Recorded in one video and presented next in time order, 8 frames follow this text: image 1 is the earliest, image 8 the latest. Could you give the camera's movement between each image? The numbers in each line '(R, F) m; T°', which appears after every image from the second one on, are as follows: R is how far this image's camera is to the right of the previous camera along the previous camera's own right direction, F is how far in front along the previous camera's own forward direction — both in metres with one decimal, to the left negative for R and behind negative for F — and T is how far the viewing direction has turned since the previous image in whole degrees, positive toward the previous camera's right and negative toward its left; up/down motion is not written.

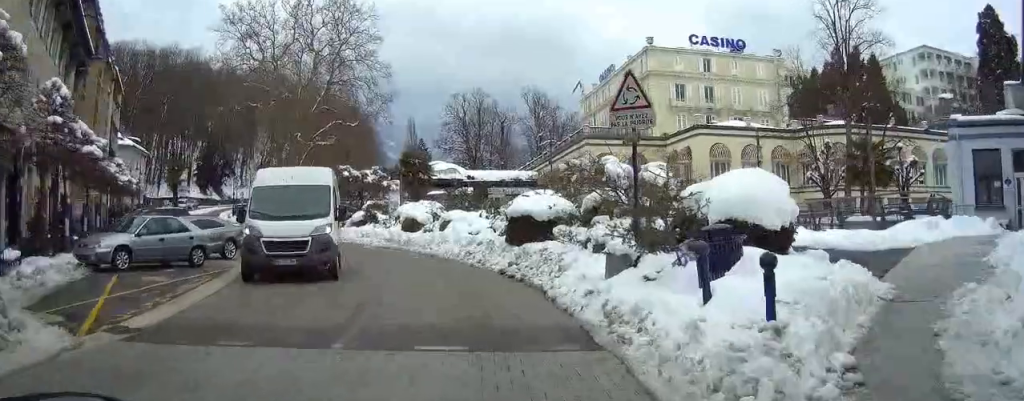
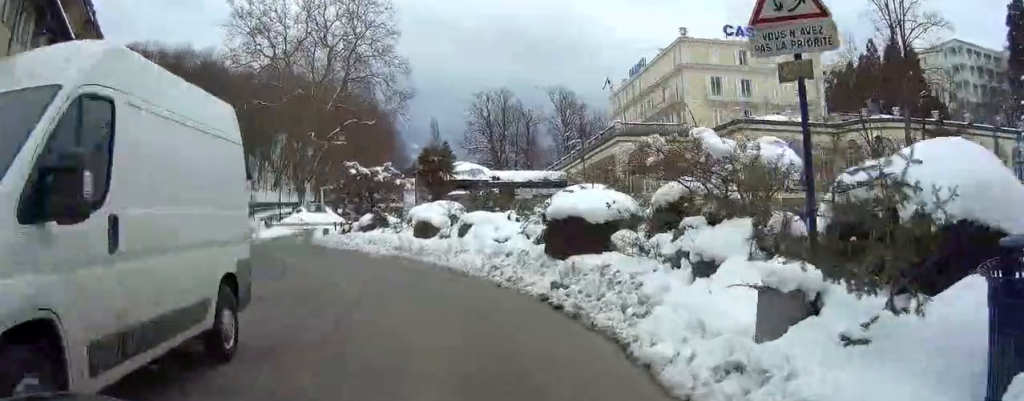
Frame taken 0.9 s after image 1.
(+0.1, +5.6) m; -1°
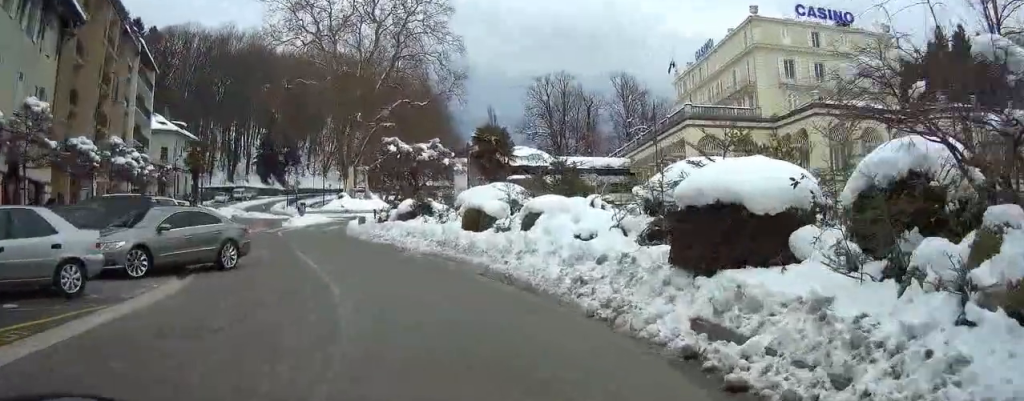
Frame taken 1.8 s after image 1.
(-0.2, +5.8) m; -4°
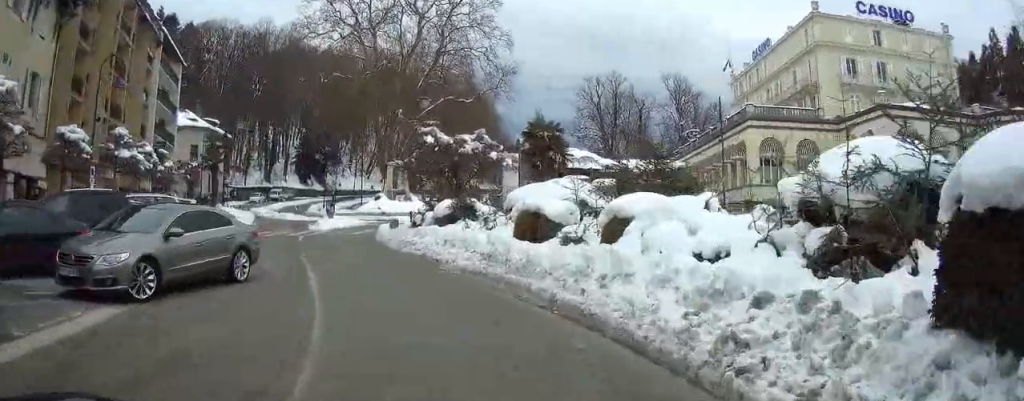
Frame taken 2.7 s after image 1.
(-0.2, +5.0) m; -5°
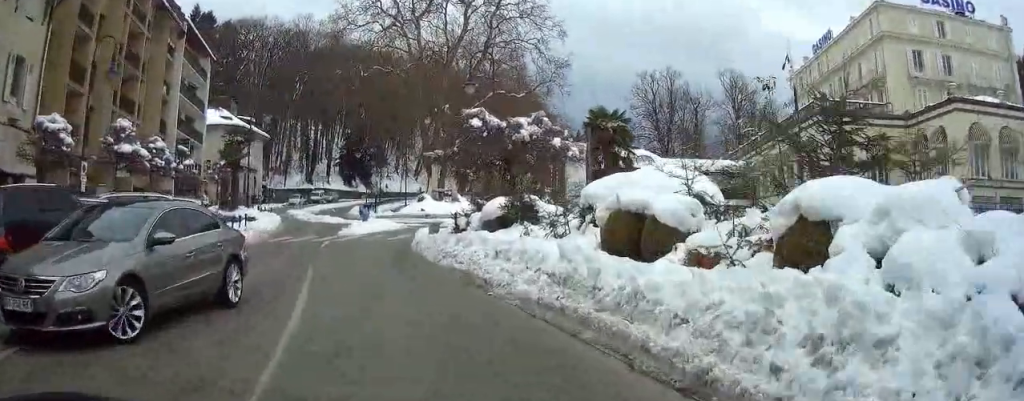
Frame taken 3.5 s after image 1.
(-0.2, +5.0) m; -6°
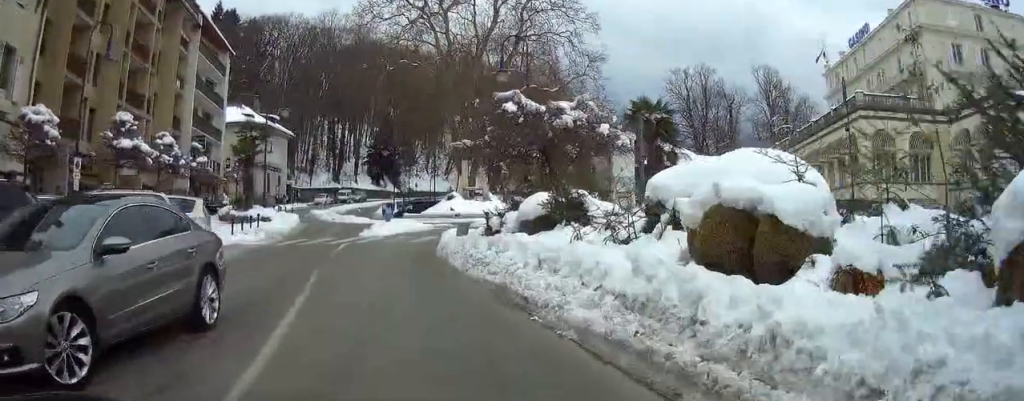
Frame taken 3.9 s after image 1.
(-0.1, +2.4) m; -2°
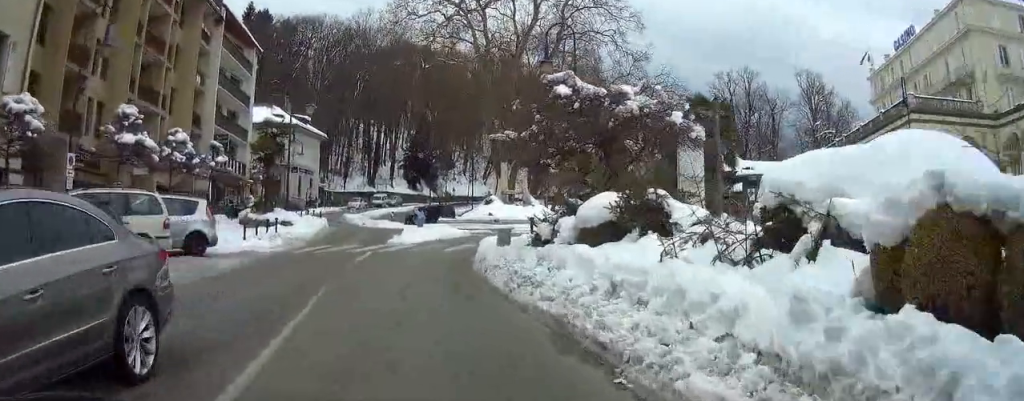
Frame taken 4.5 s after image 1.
(-0.1, +3.2) m; -3°
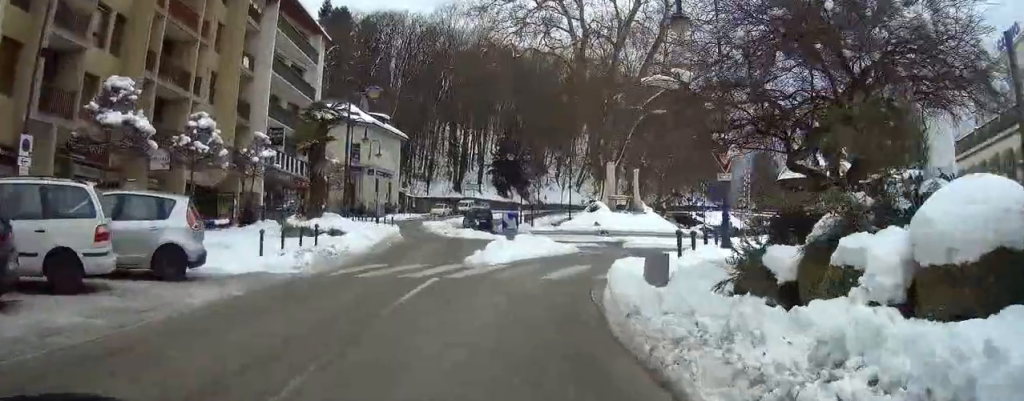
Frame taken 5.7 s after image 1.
(-0.3, +7.1) m; -6°
